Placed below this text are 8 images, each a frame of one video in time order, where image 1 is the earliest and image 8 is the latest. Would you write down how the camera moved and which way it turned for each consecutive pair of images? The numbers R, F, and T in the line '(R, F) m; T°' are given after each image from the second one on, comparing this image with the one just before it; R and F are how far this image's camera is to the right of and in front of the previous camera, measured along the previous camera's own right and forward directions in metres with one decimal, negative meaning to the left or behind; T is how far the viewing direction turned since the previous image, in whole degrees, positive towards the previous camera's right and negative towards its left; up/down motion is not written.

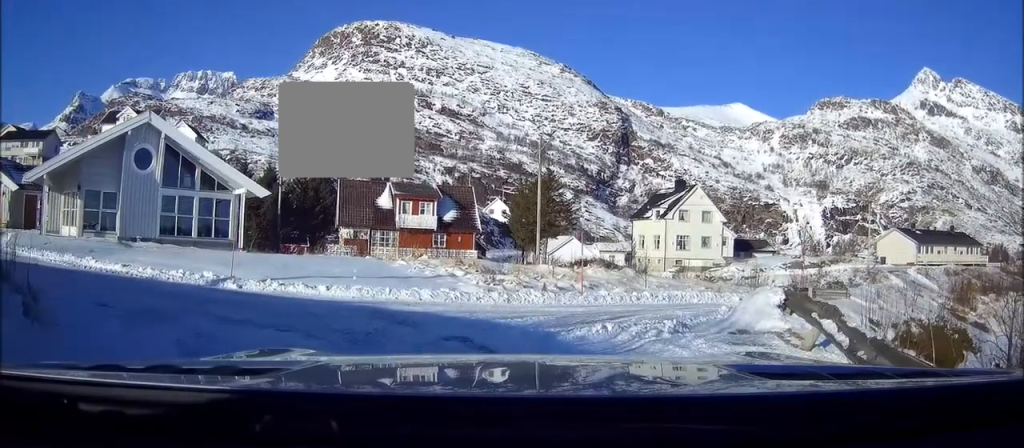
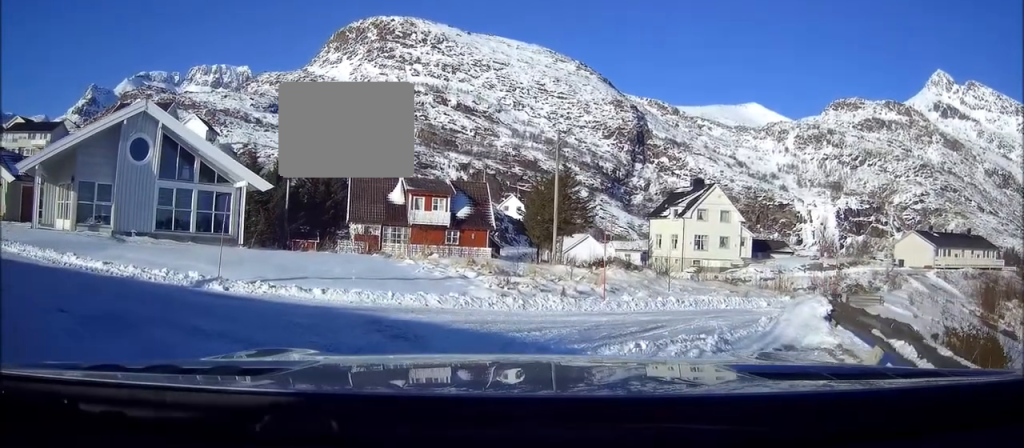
(+0.4, +1.9) m; +1°
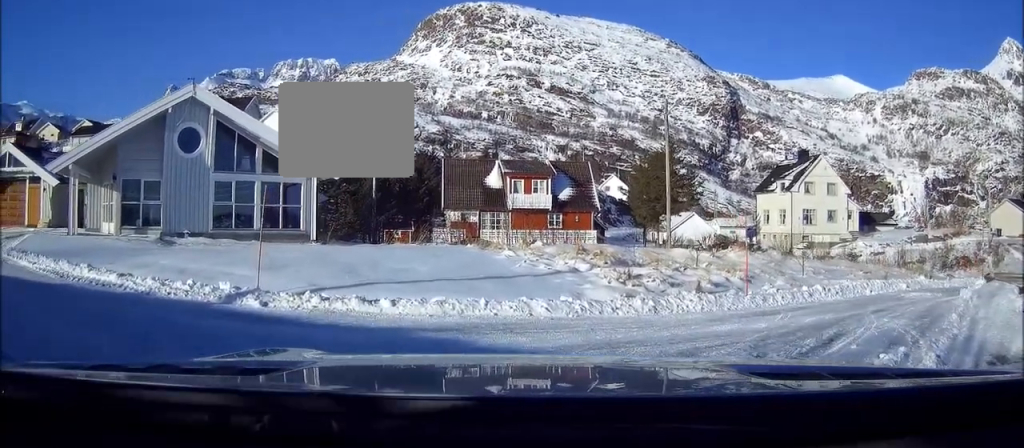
(-0.4, +4.2) m; -17°
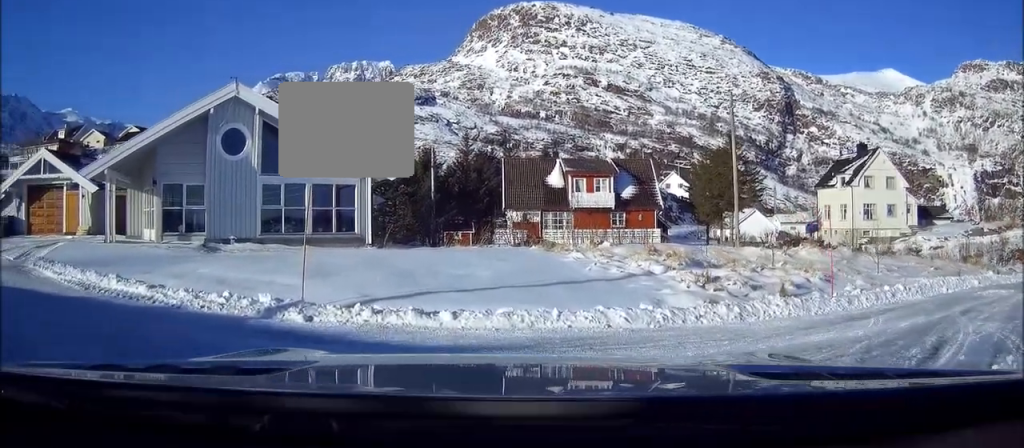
(-0.1, +1.3) m; -10°
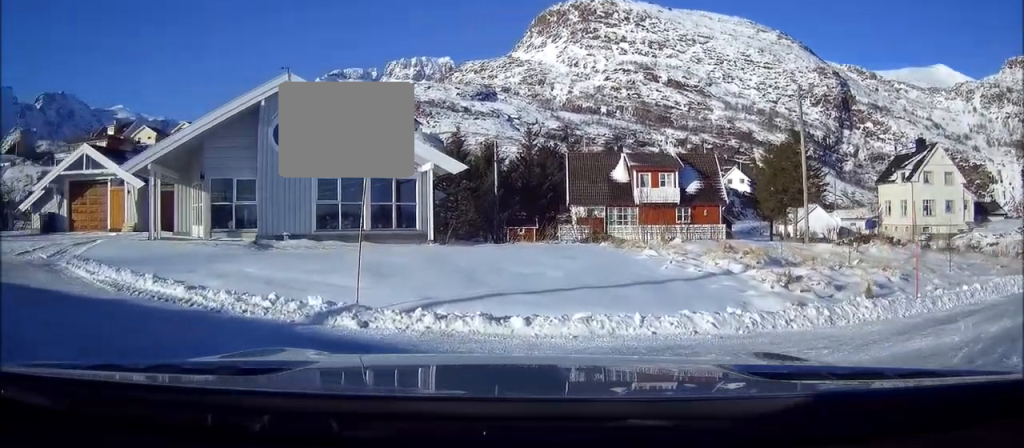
(+0.1, +1.1) m; -9°
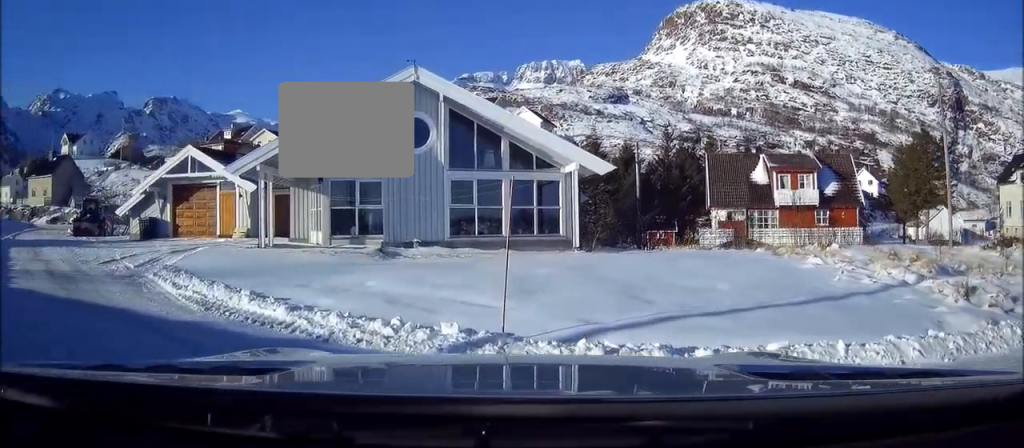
(-0.5, +1.7) m; -28°
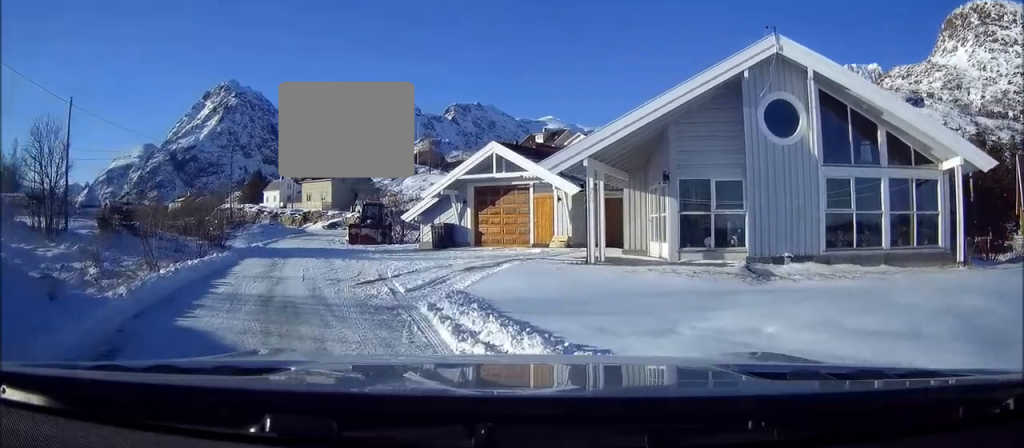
(-1.7, +3.7) m; -28°
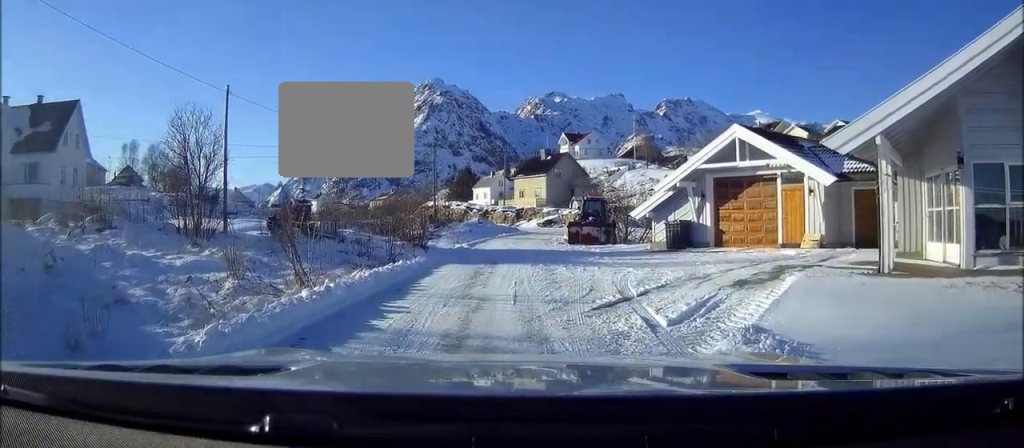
(+0.3, +3.3) m; +1°
